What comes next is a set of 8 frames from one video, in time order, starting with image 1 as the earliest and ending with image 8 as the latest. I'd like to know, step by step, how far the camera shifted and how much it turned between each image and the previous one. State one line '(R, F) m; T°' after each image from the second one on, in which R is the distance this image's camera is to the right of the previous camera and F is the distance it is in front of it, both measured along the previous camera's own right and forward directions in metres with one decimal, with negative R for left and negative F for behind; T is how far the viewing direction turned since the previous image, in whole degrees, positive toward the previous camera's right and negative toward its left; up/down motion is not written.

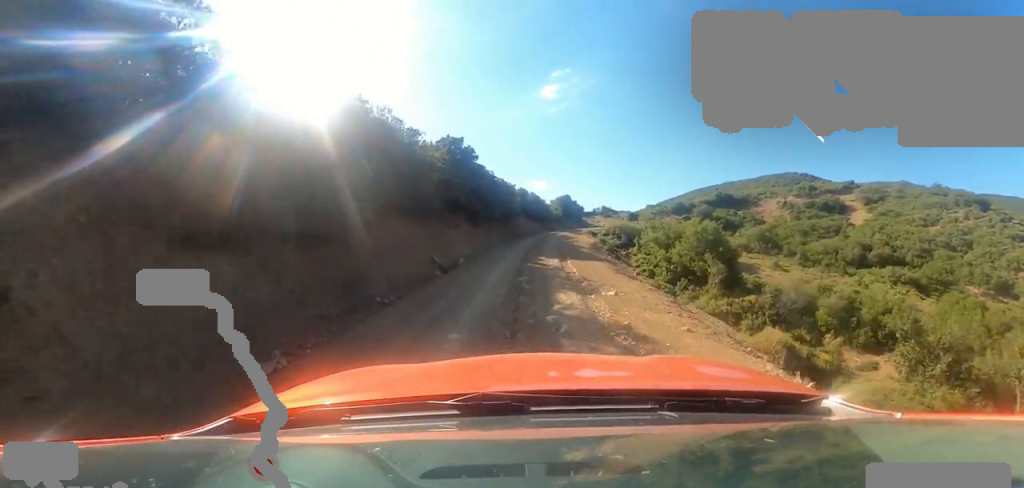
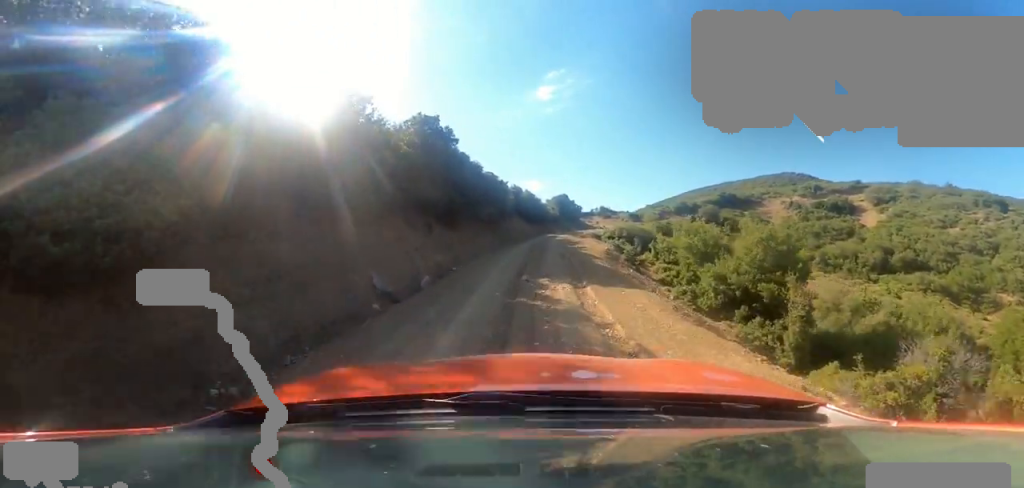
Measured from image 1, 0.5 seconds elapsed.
(-0.4, +4.8) m; 0°
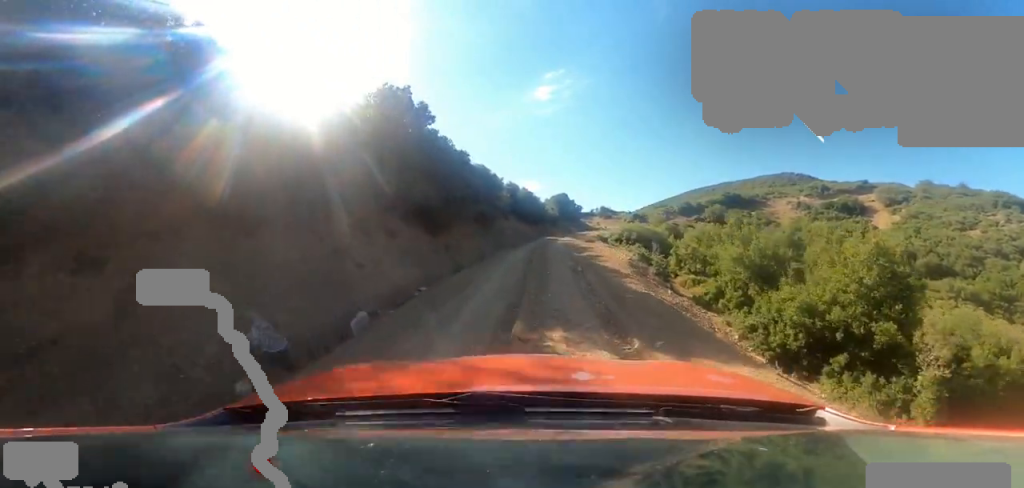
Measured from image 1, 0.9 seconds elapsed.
(-0.3, +4.0) m; 0°
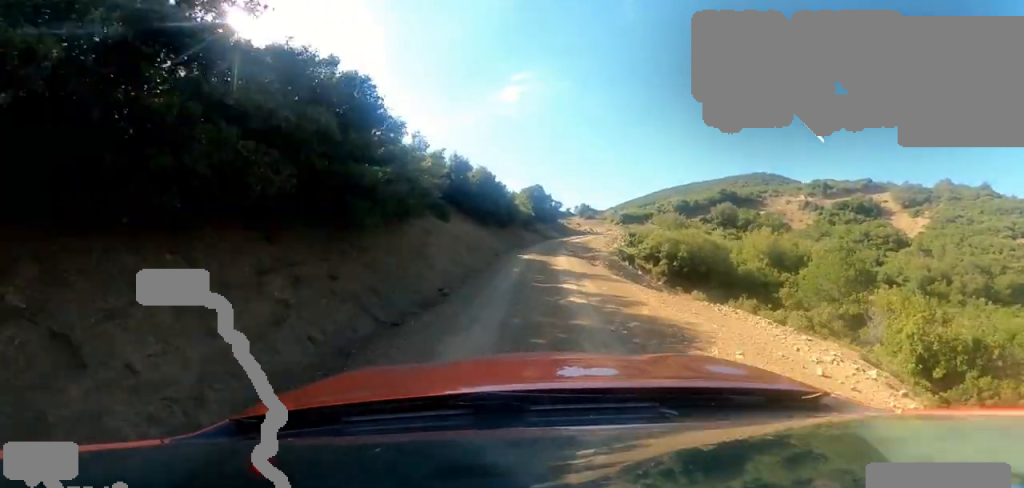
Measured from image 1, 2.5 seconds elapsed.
(+0.2, +14.7) m; 0°
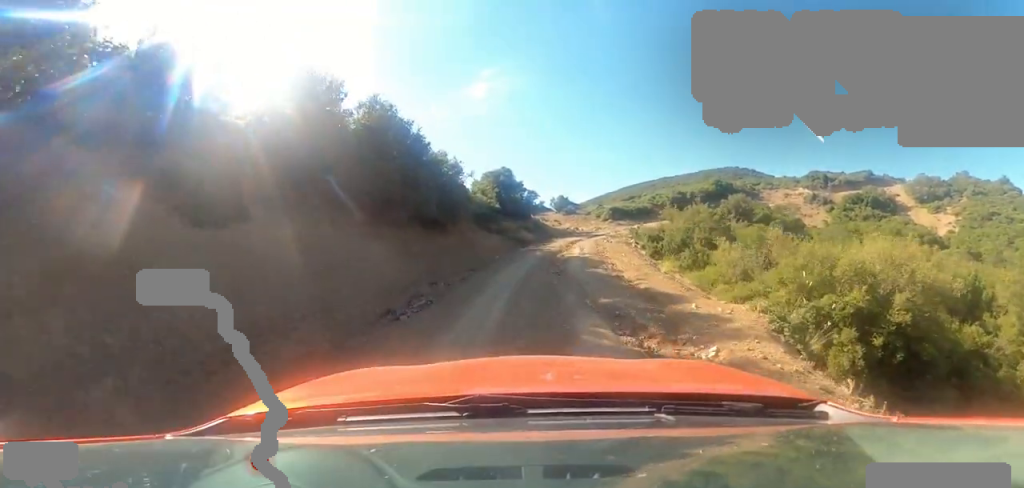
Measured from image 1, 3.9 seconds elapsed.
(+0.4, +11.5) m; +6°
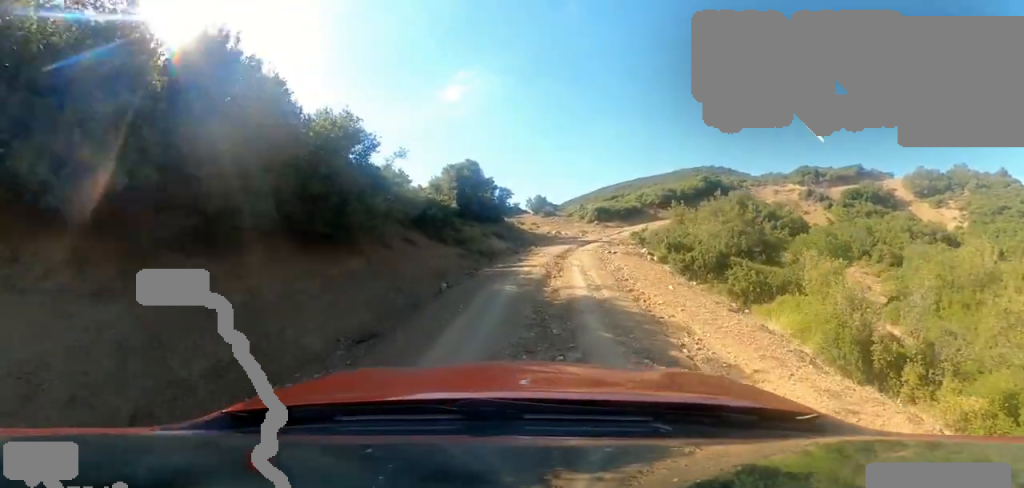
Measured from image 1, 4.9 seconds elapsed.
(+0.1, +7.1) m; +7°
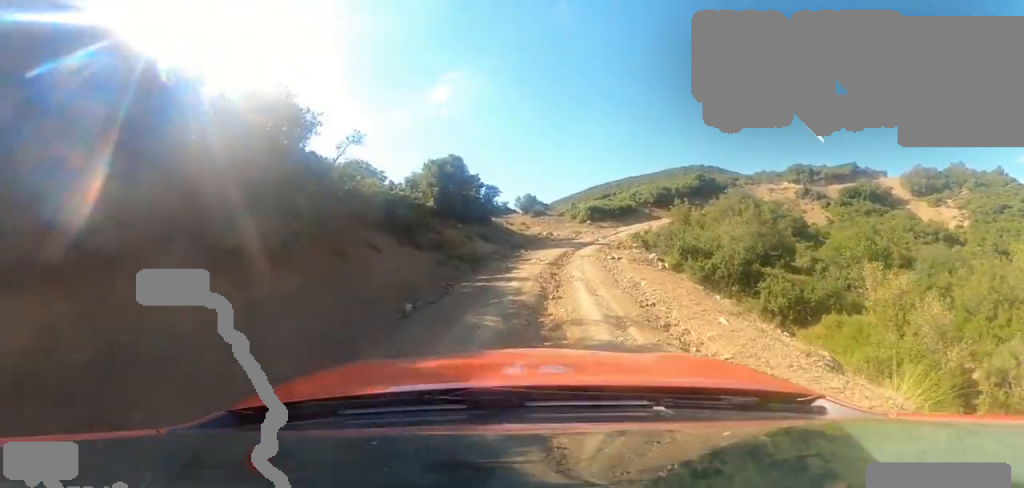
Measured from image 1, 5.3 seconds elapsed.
(+0.2, +2.7) m; +5°
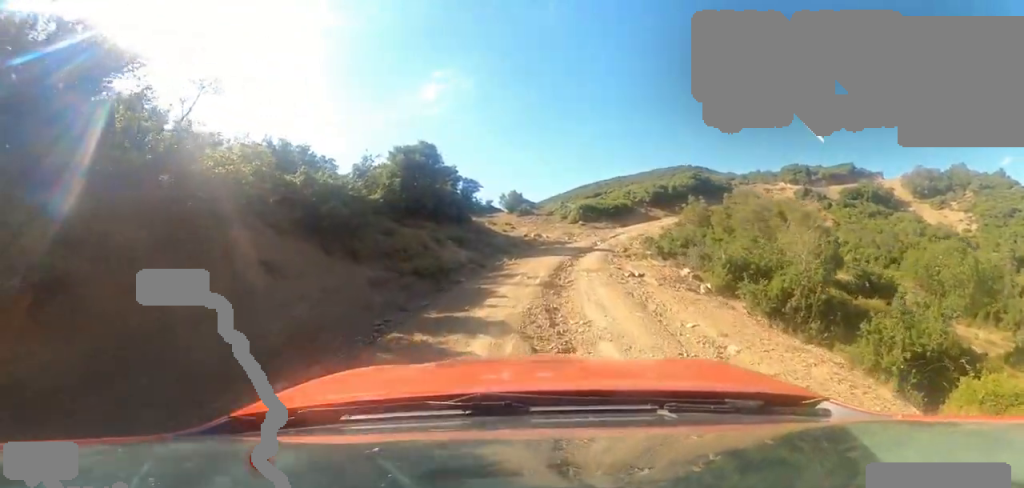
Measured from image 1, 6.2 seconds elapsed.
(+0.6, +5.1) m; +10°
